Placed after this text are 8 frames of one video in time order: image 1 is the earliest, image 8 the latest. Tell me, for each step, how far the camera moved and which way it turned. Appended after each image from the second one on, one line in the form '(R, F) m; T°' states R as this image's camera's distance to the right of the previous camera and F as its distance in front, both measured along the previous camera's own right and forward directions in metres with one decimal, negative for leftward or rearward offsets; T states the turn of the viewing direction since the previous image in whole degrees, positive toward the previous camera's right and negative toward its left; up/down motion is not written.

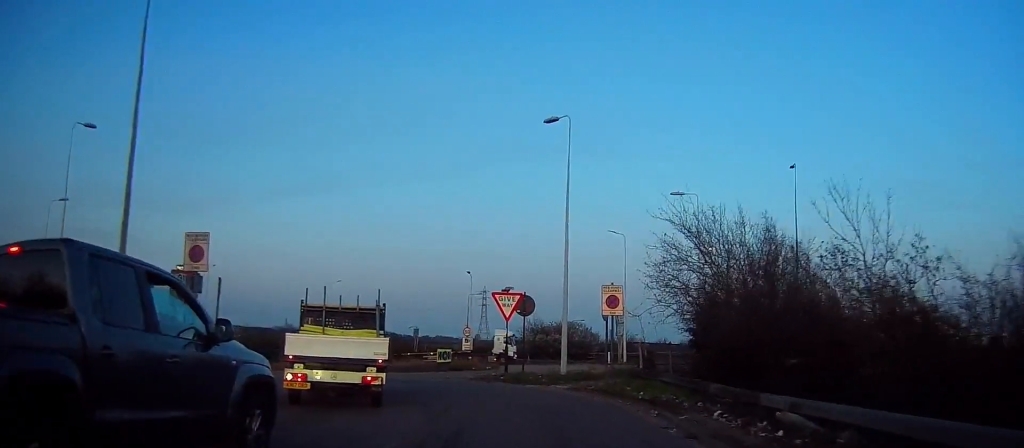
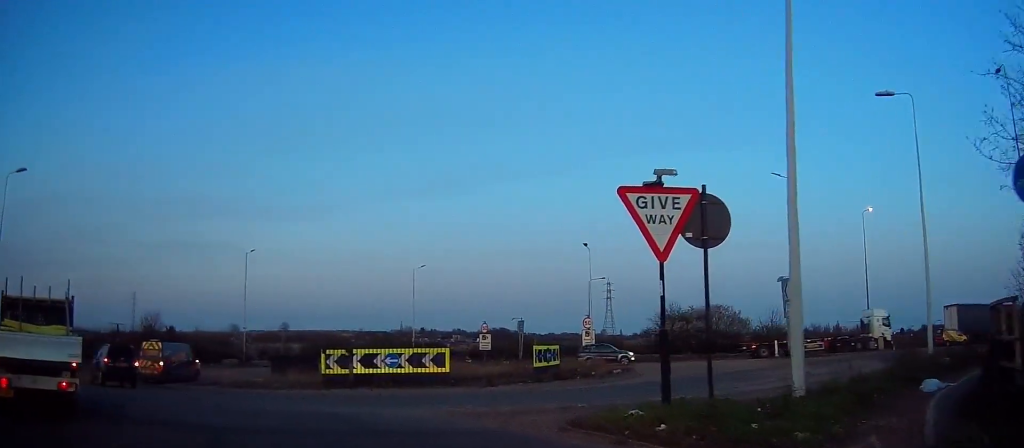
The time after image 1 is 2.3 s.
(-1.6, +17.0) m; -13°
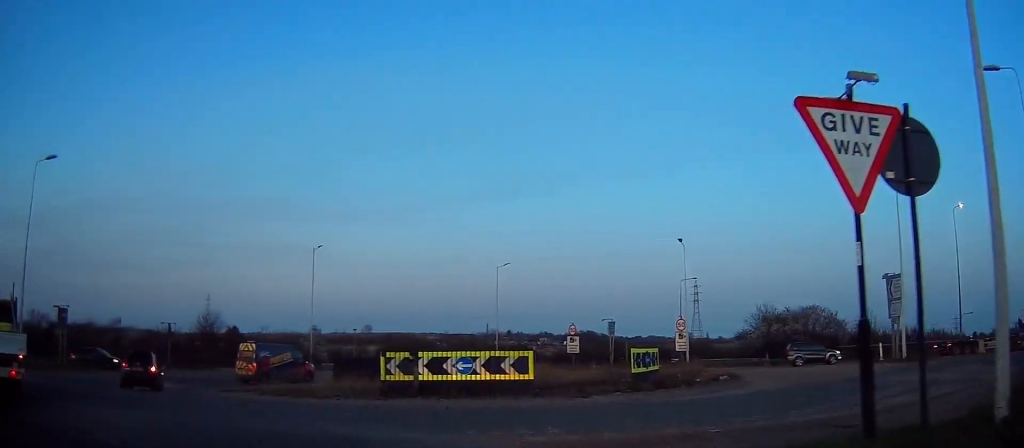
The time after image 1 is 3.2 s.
(-0.1, +4.0) m; -12°
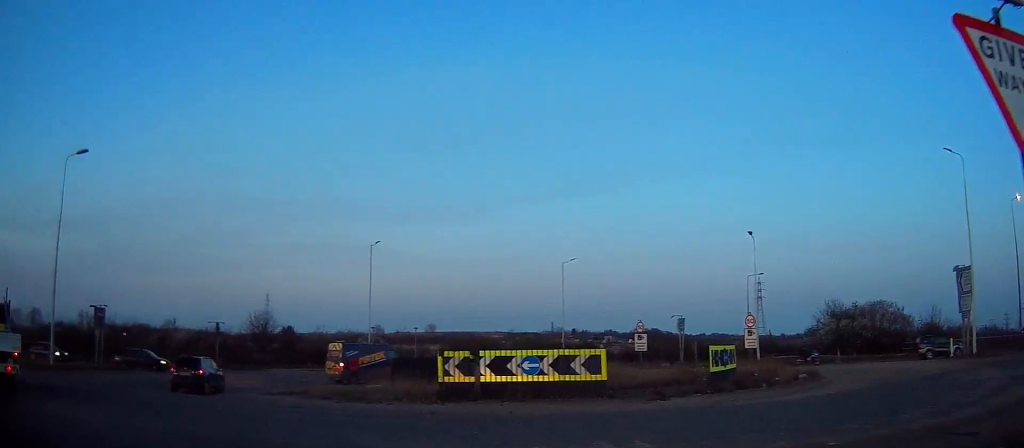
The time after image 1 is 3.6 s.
(-0.3, +2.1) m; -9°
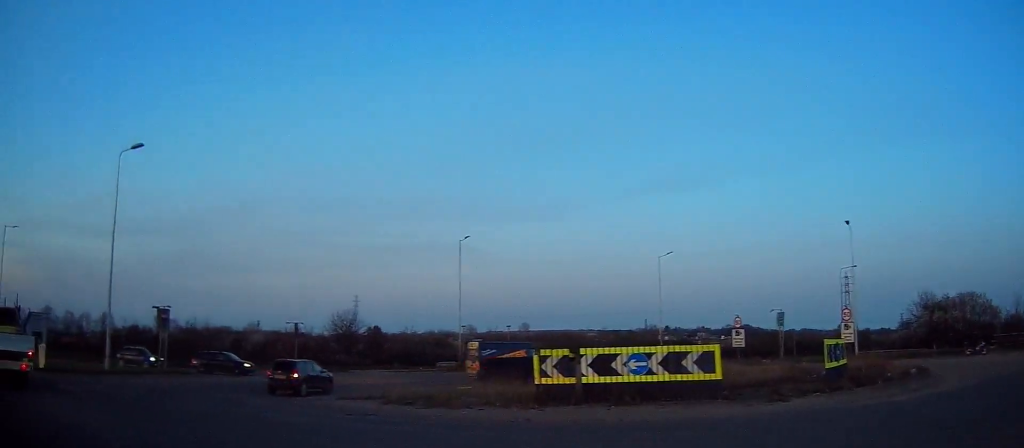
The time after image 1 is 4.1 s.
(-0.1, +2.3) m; -11°
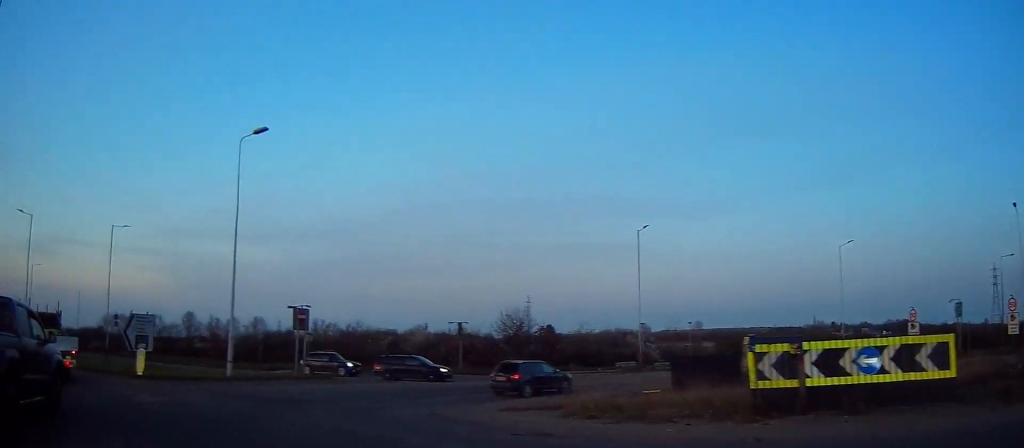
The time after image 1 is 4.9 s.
(-0.6, +3.9) m; -10°
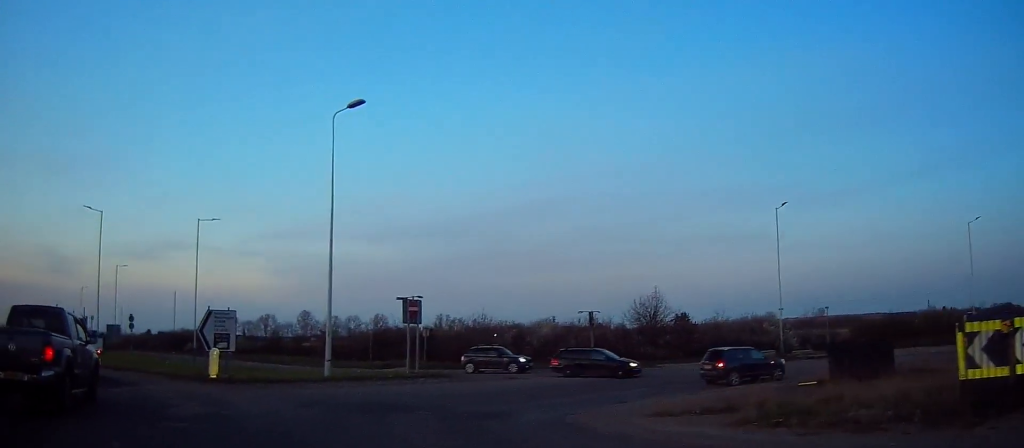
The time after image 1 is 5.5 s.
(-0.2, +3.6) m; -5°
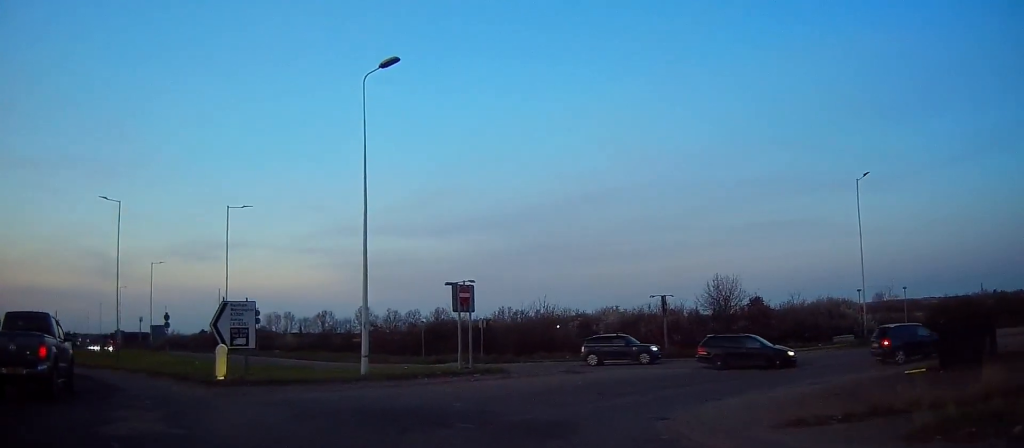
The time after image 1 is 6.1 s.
(-0.1, +3.9) m; -2°
